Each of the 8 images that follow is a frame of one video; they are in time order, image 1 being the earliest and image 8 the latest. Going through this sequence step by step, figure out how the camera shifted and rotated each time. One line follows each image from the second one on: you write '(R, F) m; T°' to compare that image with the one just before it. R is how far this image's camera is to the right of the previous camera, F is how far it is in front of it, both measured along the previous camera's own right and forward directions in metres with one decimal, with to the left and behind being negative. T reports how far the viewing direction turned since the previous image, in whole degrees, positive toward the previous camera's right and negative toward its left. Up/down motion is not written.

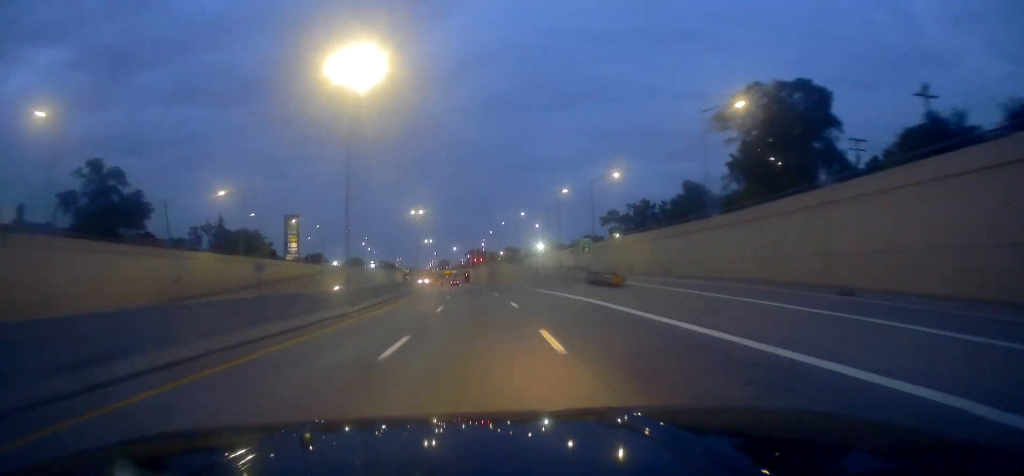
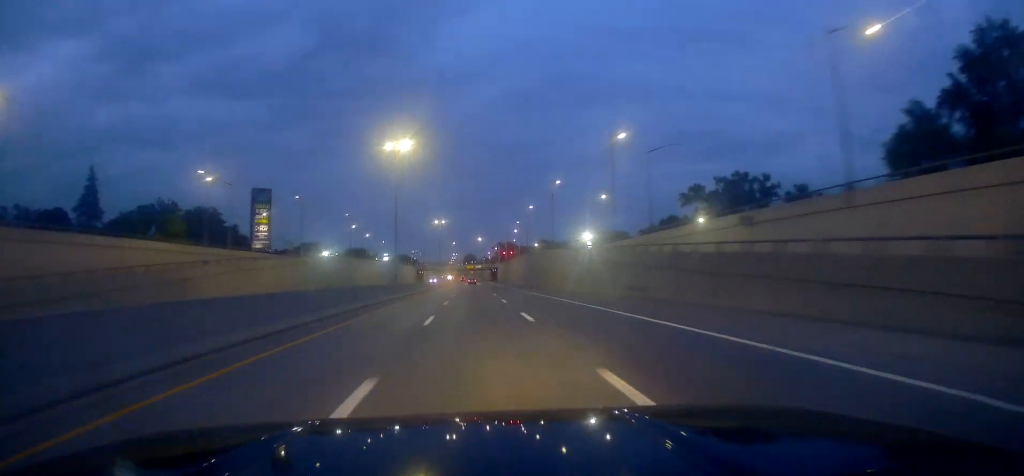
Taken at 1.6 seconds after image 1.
(+0.3, +52.8) m; +1°
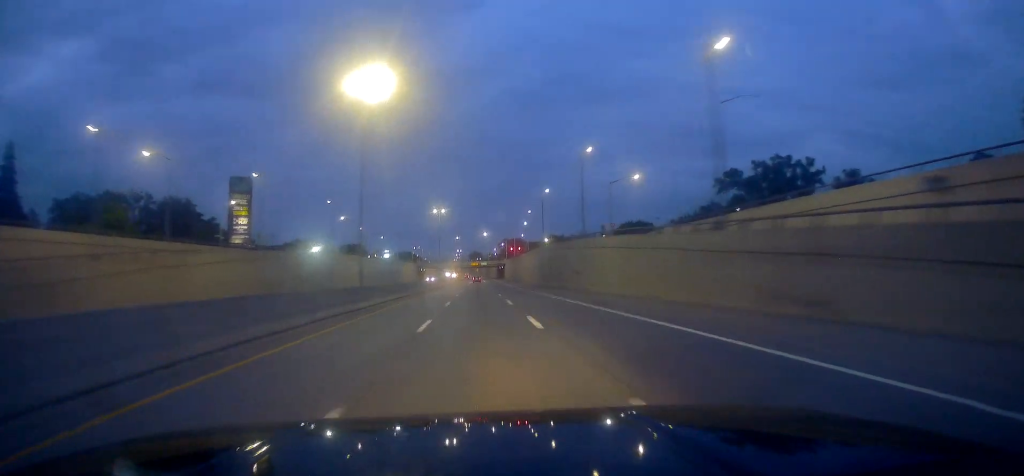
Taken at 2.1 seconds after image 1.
(+0.1, +17.4) m; 0°
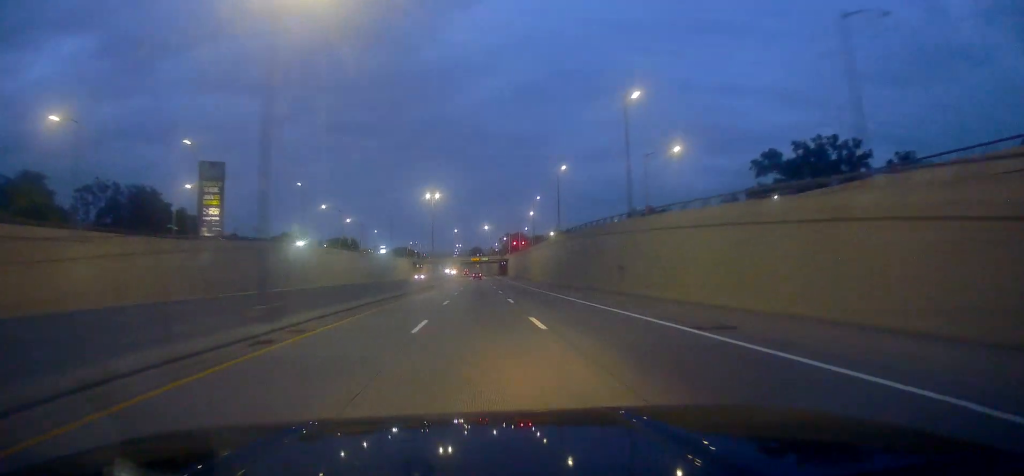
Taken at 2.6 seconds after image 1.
(0.0, +16.3) m; -1°
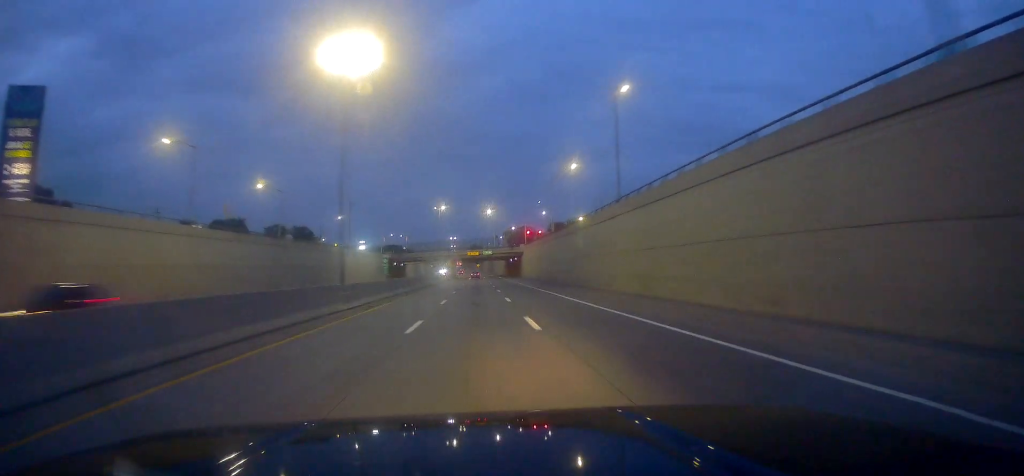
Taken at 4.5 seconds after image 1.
(-2.3, +61.1) m; -4°
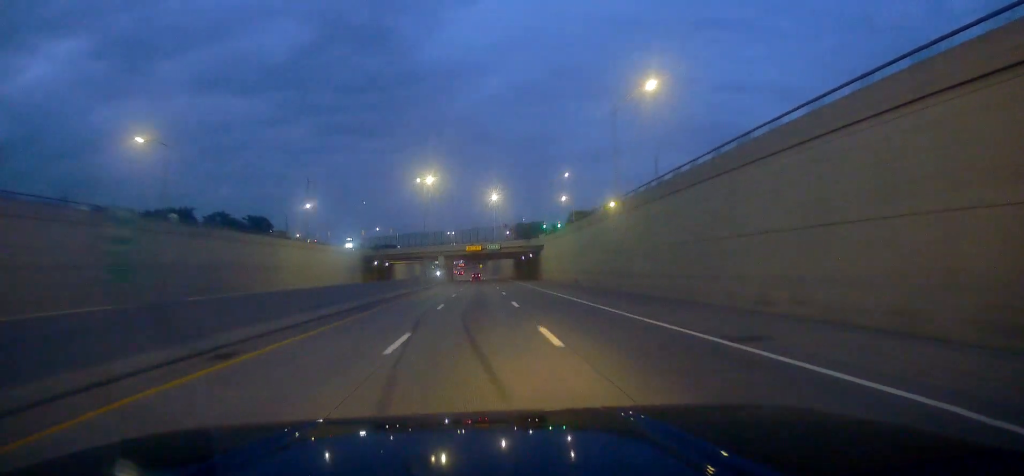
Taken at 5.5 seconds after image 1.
(-0.2, +34.0) m; +1°
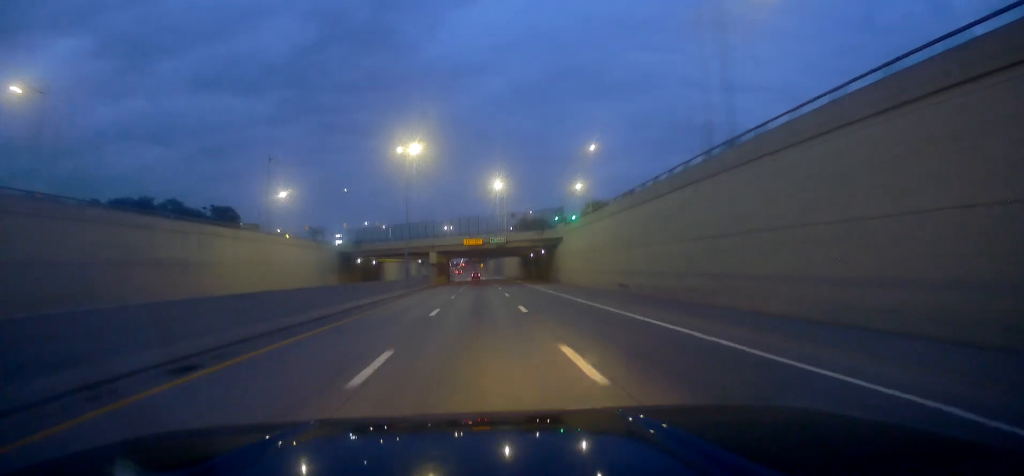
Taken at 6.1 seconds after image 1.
(+0.5, +18.6) m; +1°
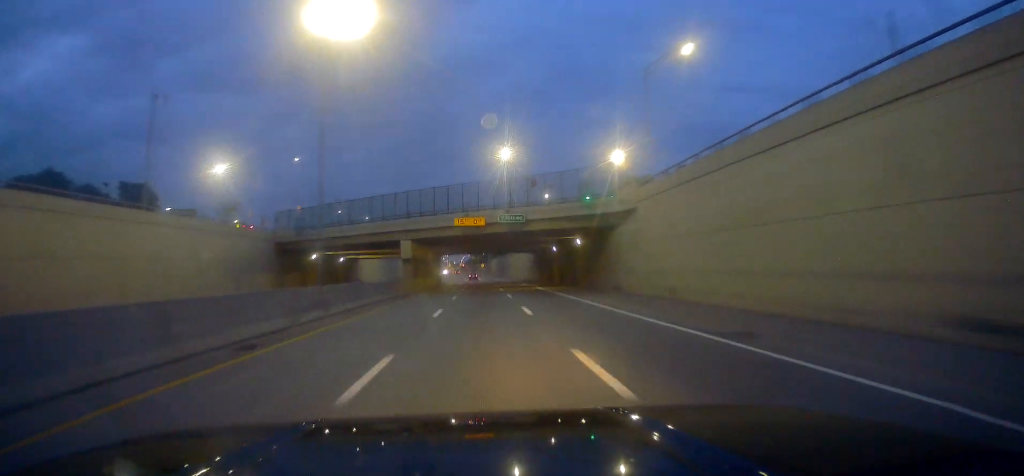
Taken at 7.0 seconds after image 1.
(+0.3, +30.9) m; 0°
